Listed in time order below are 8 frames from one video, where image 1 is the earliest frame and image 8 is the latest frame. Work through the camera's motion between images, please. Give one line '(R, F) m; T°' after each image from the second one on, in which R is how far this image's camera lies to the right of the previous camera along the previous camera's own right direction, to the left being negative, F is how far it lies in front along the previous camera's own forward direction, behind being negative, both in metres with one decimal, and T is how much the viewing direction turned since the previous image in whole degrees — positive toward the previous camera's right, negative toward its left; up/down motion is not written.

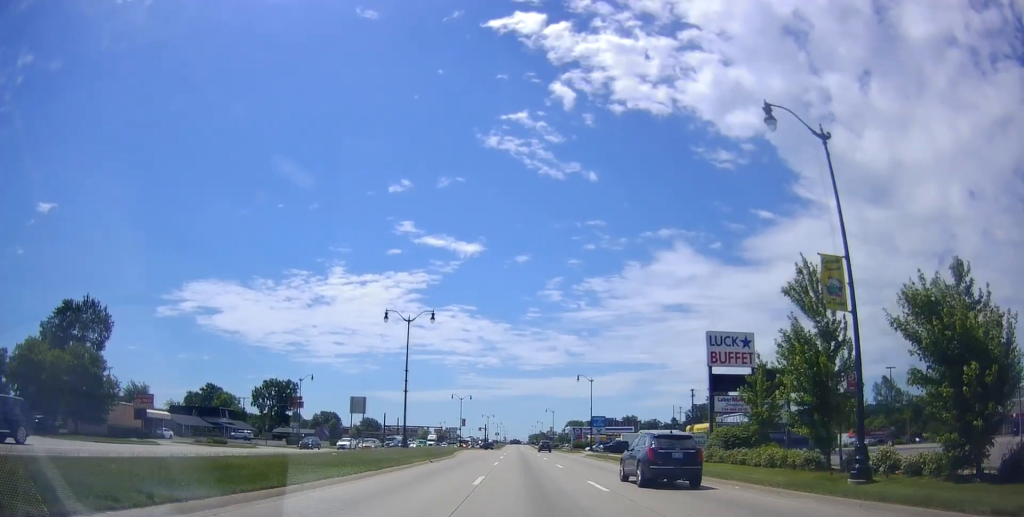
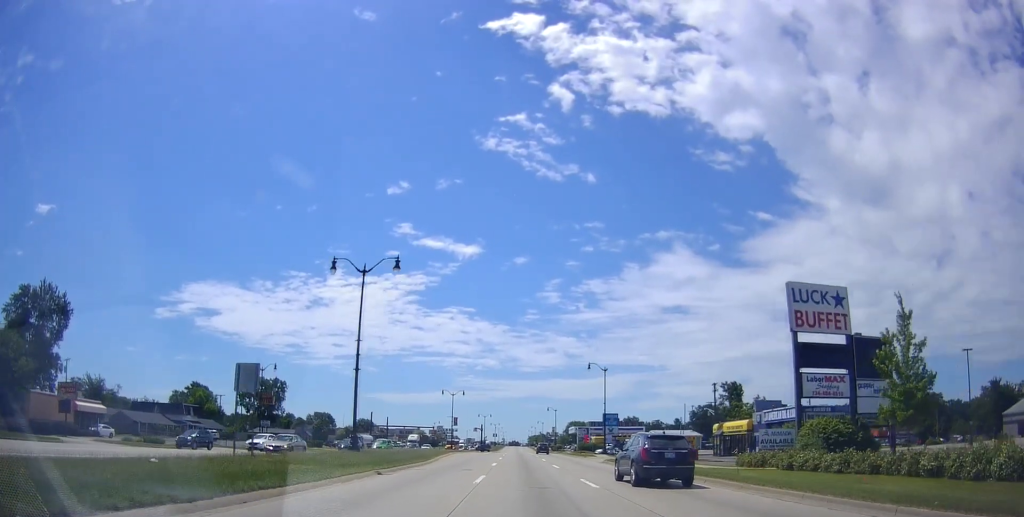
(-0.3, +13.9) m; 0°
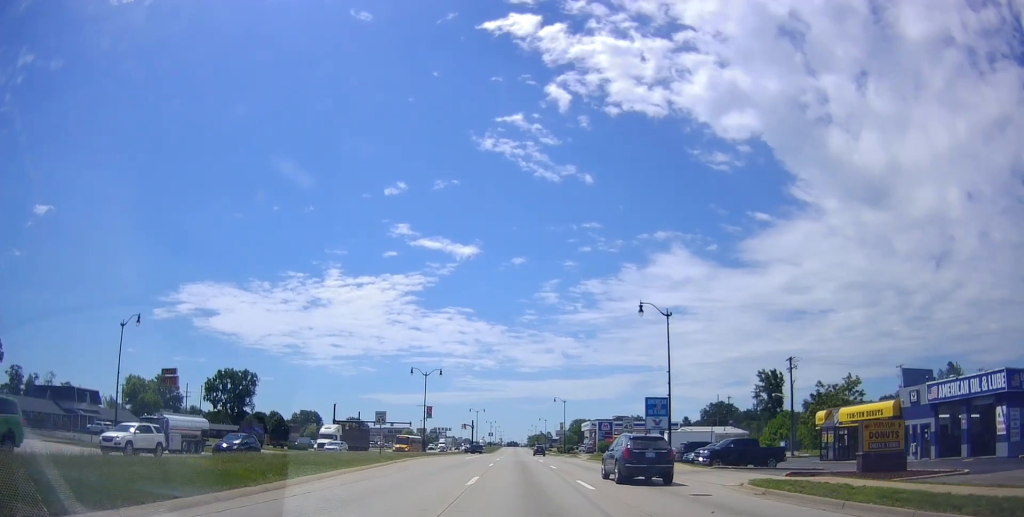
(+0.5, +30.6) m; +1°
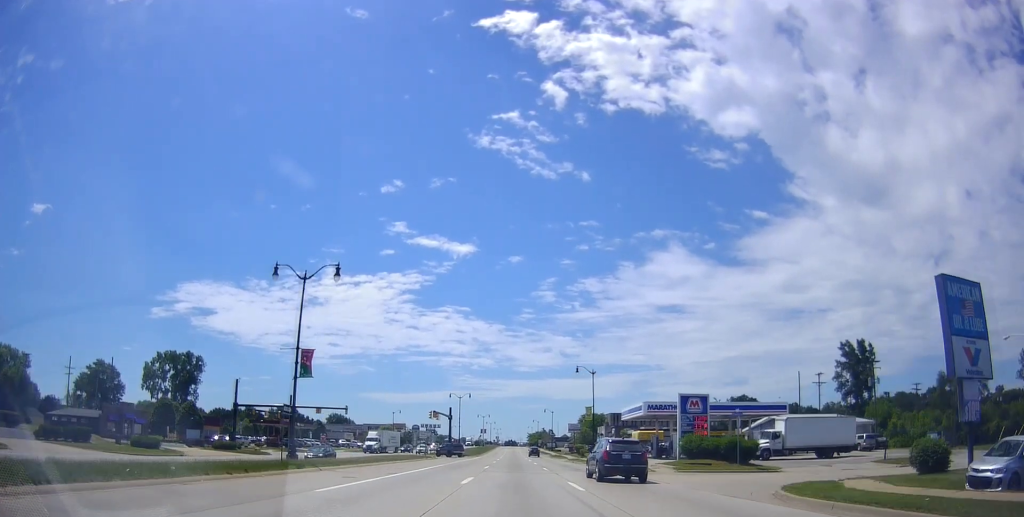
(-1.2, +44.8) m; -2°
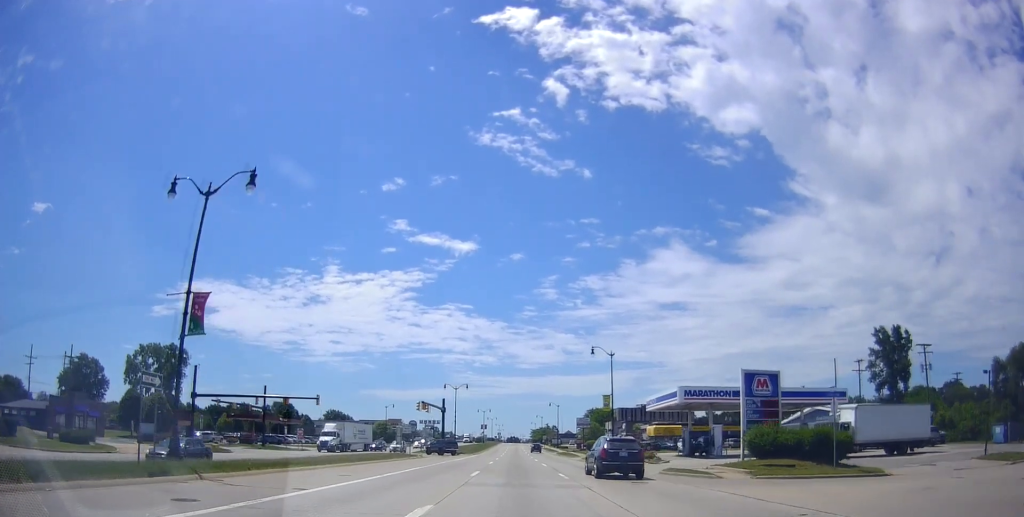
(+0.1, +12.2) m; +1°
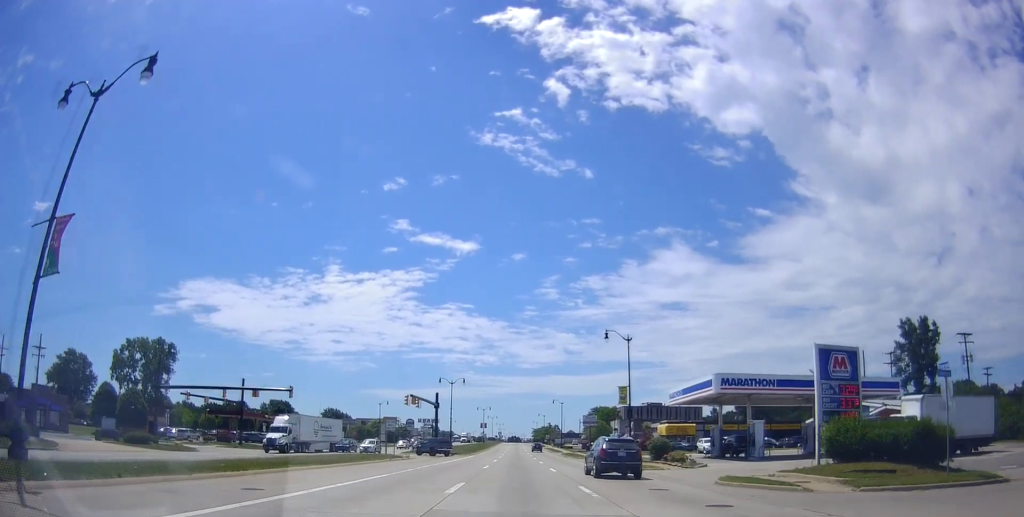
(+0.2, +8.4) m; +1°
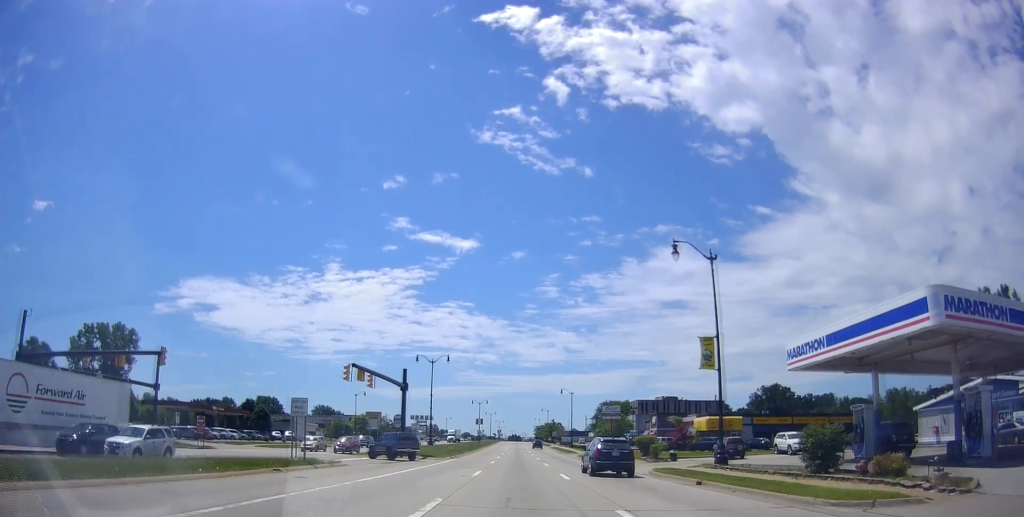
(+0.2, +22.6) m; -1°
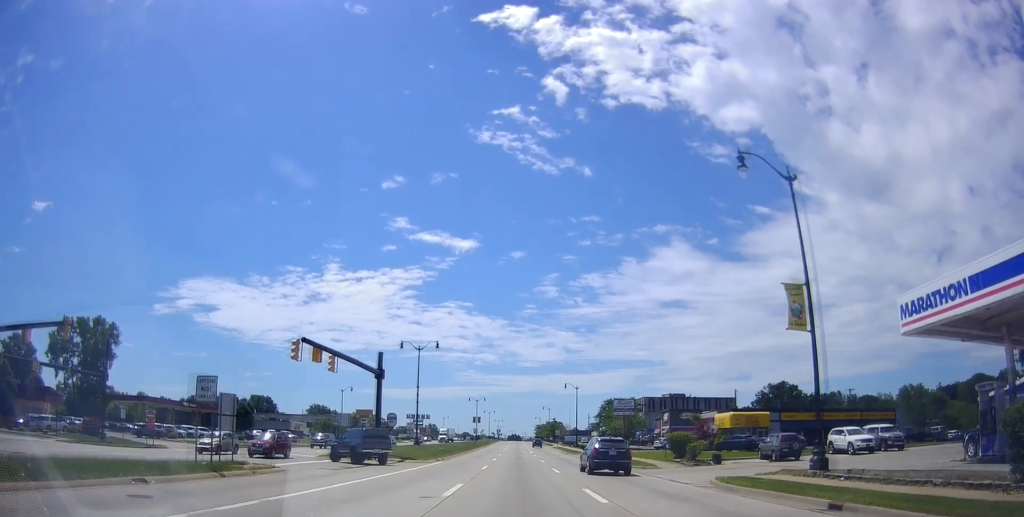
(-0.2, +9.6) m; 0°
